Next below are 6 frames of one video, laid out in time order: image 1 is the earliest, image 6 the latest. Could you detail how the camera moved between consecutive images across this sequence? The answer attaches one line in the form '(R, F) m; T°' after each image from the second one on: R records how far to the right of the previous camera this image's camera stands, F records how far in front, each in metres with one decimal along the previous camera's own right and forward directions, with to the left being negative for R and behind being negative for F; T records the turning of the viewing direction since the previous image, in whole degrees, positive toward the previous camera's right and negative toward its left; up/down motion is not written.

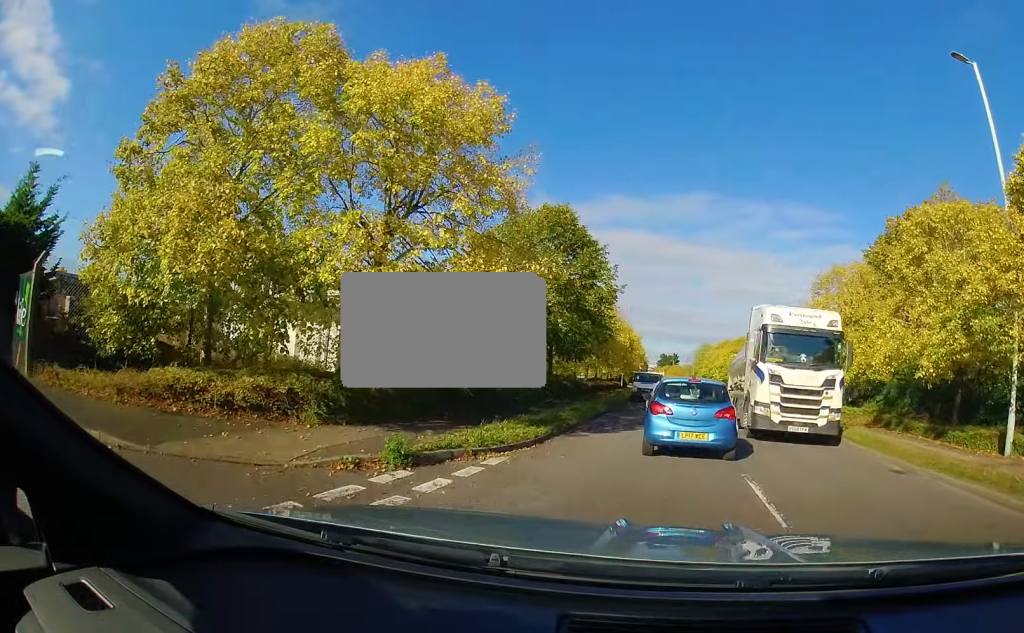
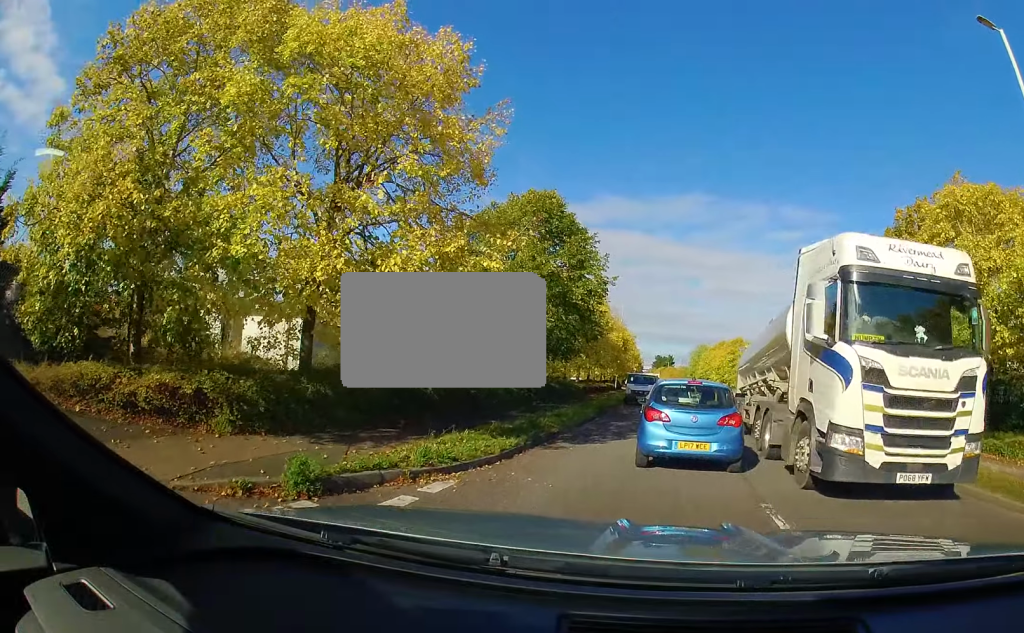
(0.0, +3.7) m; +2°
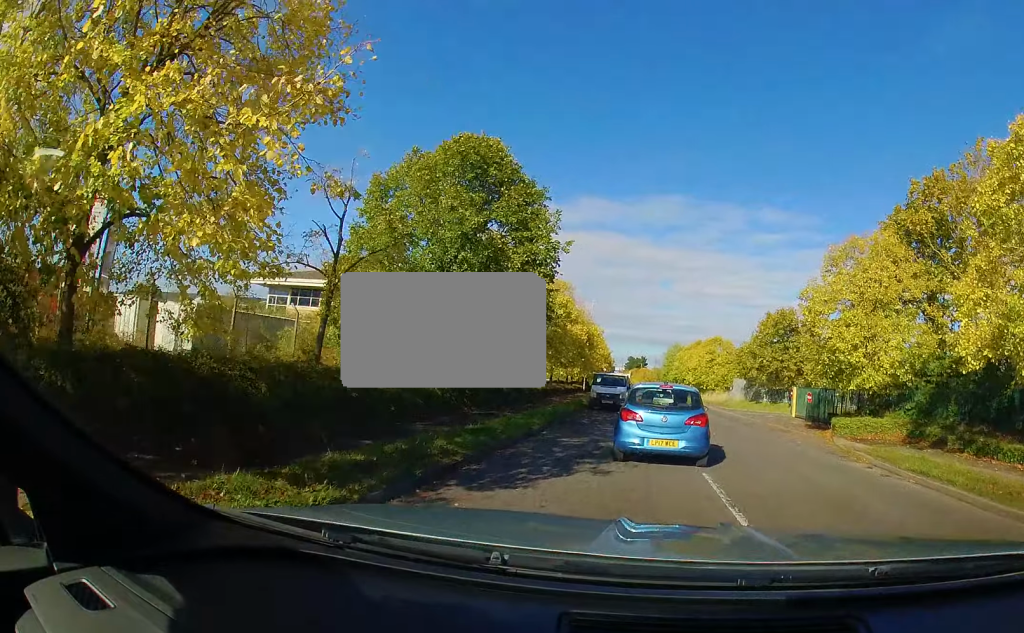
(+1.1, +7.5) m; +14°
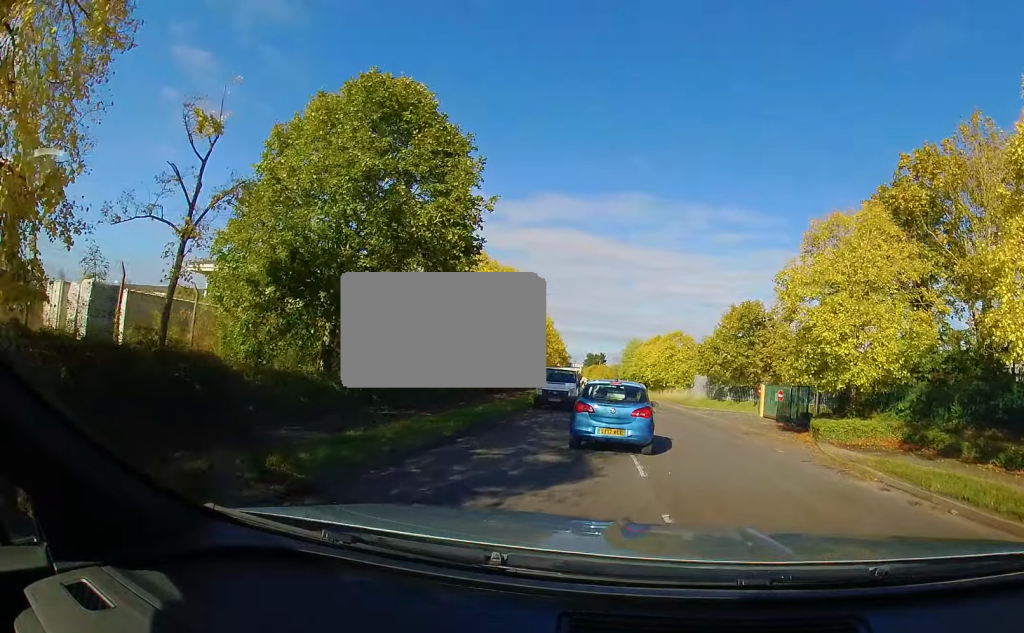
(0.0, +2.5) m; -3°
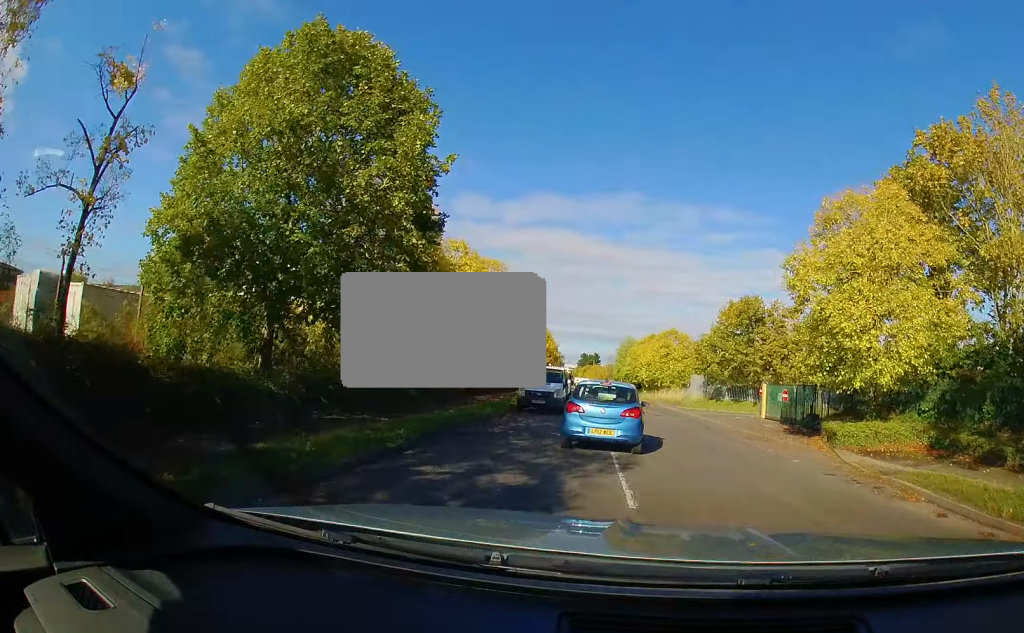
(0.0, +1.6) m; -2°
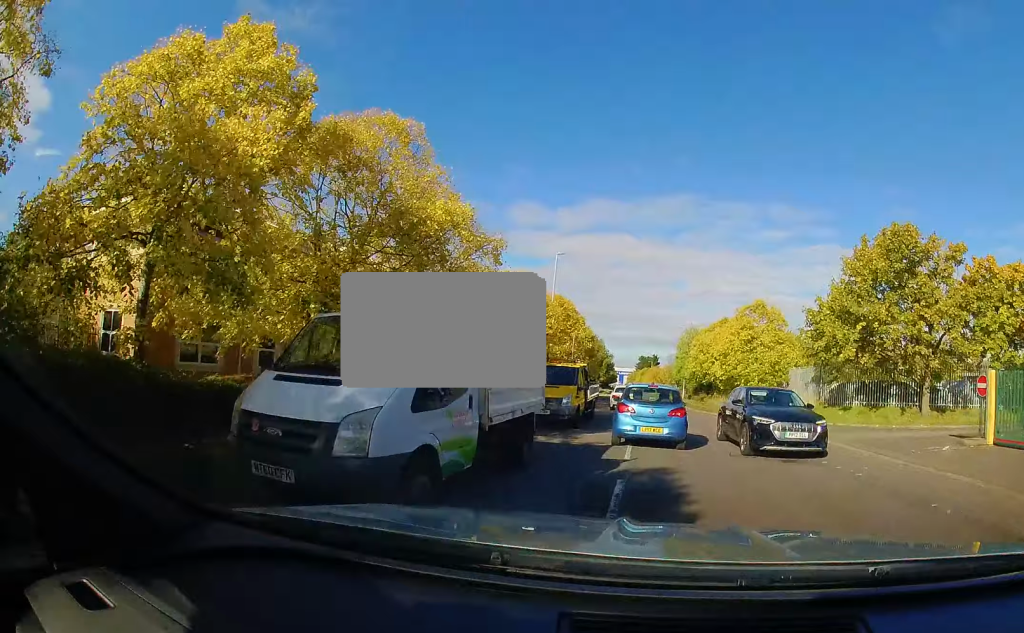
(-0.6, +15.8) m; -4°
